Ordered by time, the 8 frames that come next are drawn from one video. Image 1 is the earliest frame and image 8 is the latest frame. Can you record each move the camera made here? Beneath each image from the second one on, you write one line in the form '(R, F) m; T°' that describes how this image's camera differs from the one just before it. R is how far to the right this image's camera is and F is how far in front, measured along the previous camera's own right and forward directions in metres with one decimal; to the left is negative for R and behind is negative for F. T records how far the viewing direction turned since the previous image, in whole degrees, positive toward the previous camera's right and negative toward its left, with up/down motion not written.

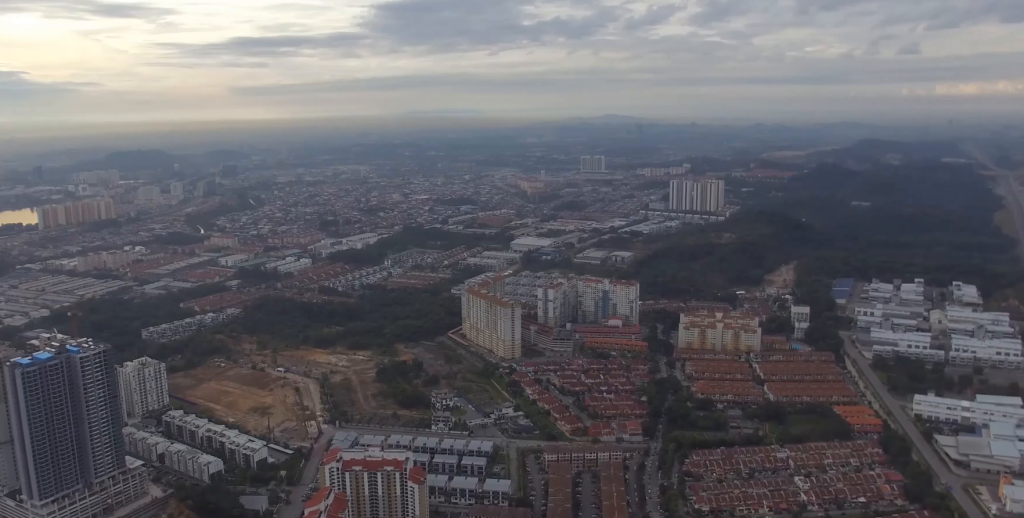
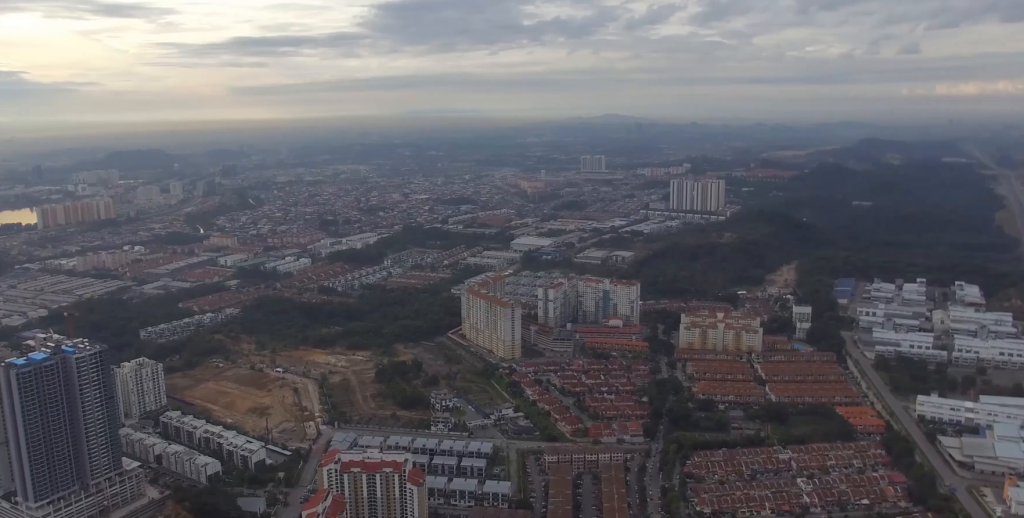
(0.0, +5.3) m; 0°
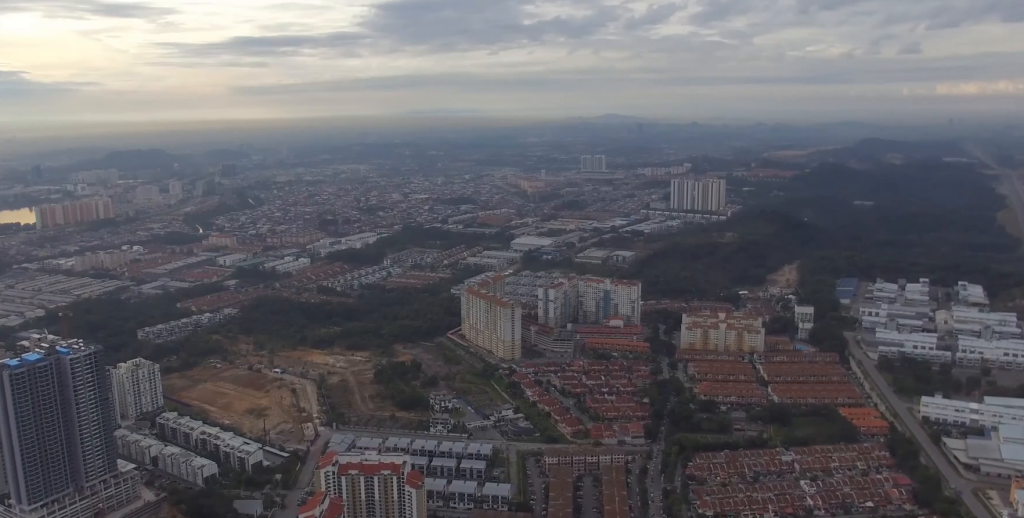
(0.0, +7.4) m; 0°
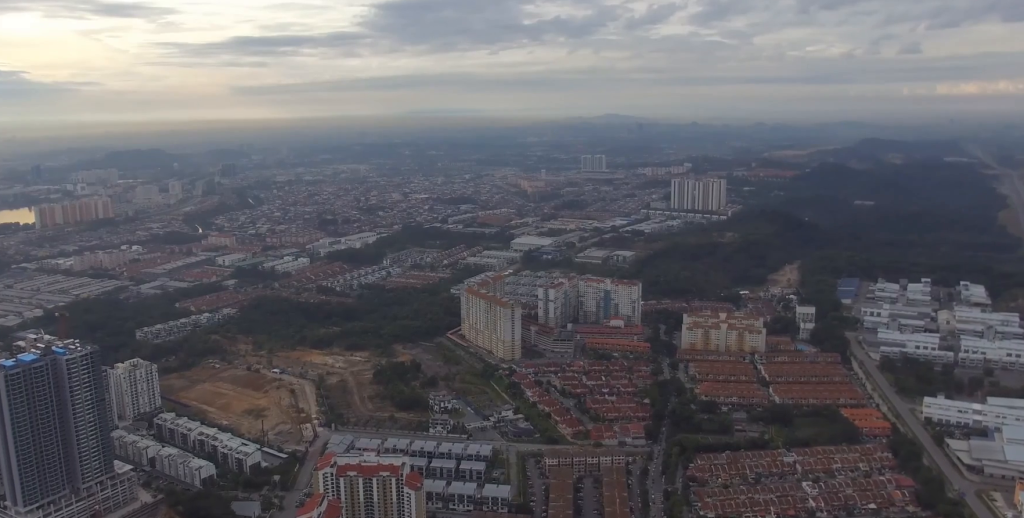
(0.0, +4.9) m; 0°
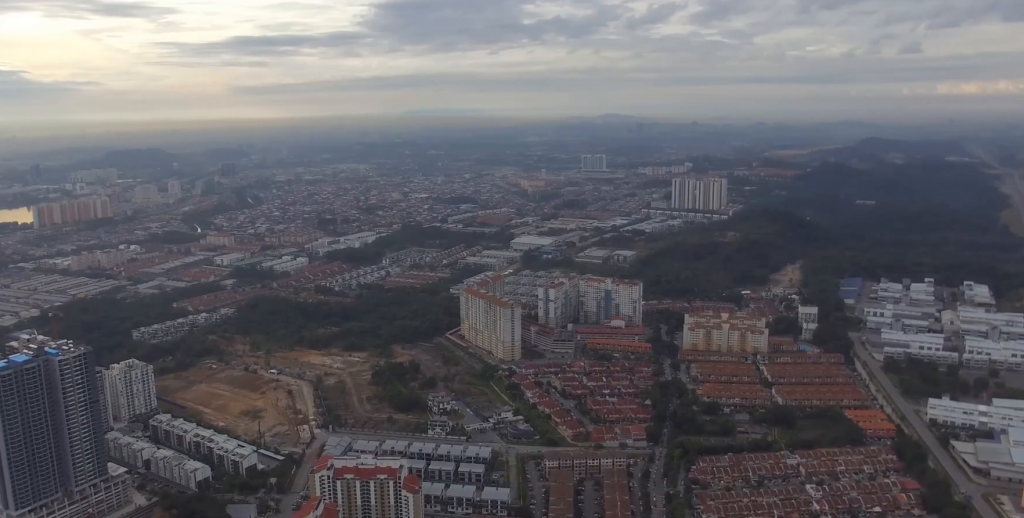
(0.0, +8.5) m; 0°
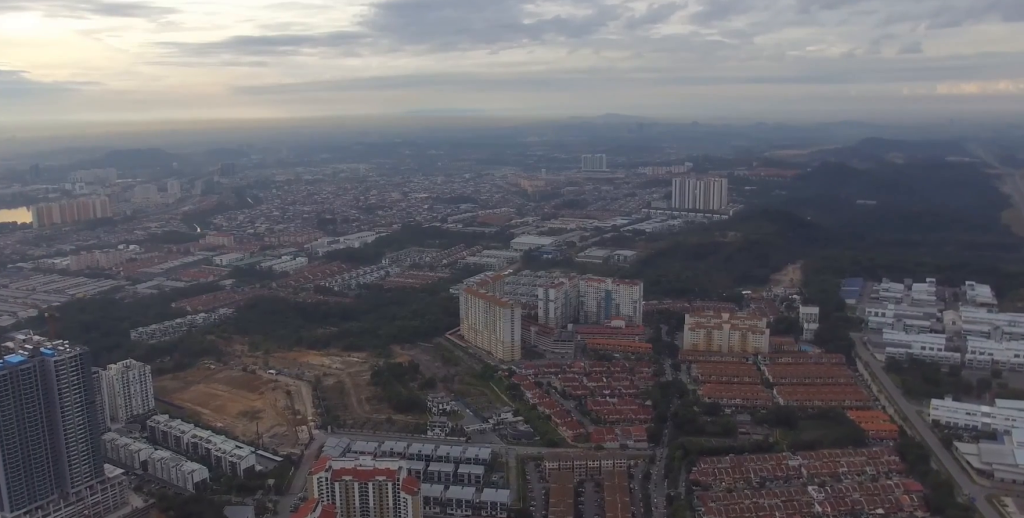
(0.0, +4.5) m; 0°
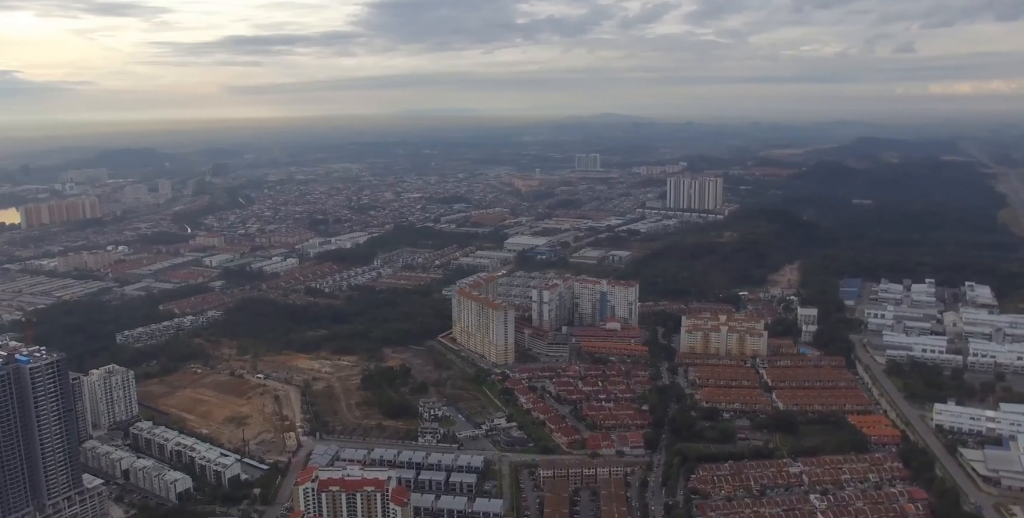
(-0.1, +19.3) m; 0°
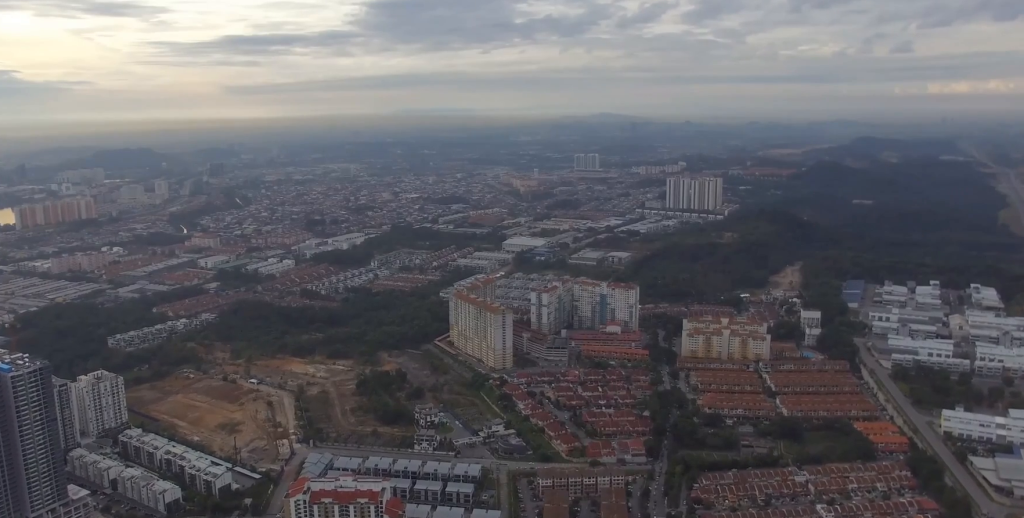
(+0.1, +17.5) m; +1°
